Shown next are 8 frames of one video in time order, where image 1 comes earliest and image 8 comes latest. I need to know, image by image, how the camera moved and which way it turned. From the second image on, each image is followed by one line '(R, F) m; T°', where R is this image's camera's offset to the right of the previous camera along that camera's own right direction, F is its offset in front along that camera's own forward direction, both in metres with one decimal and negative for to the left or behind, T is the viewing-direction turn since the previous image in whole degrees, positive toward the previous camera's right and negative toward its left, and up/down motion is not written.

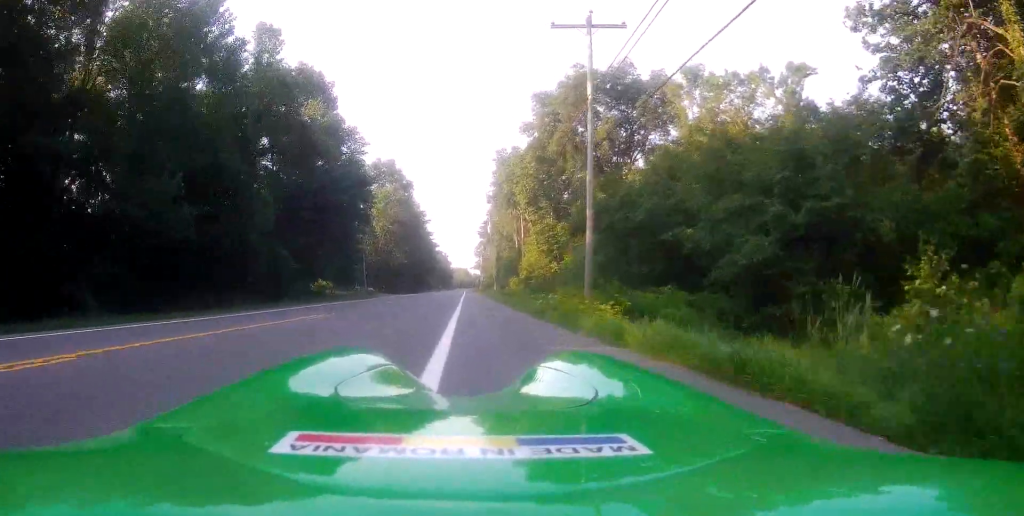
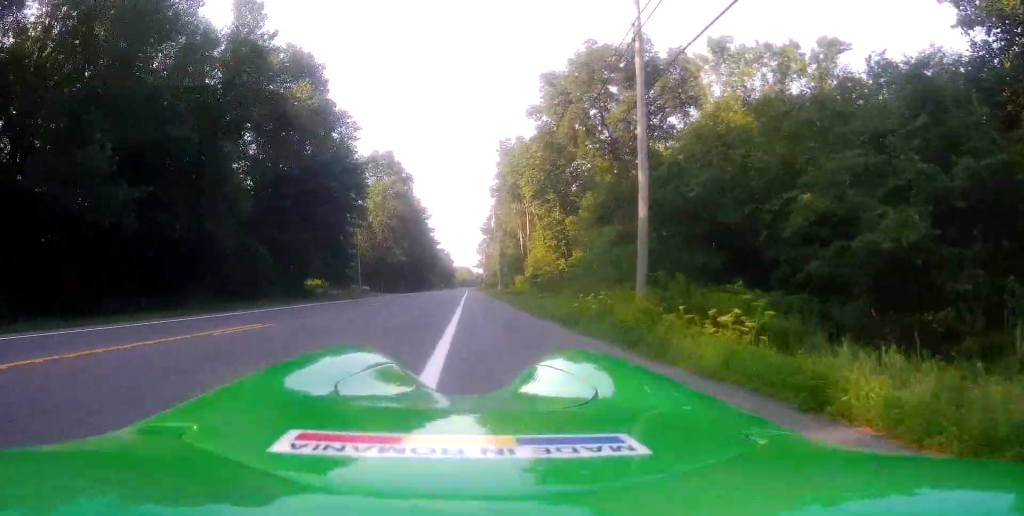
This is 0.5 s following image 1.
(+0.1, +5.2) m; 0°
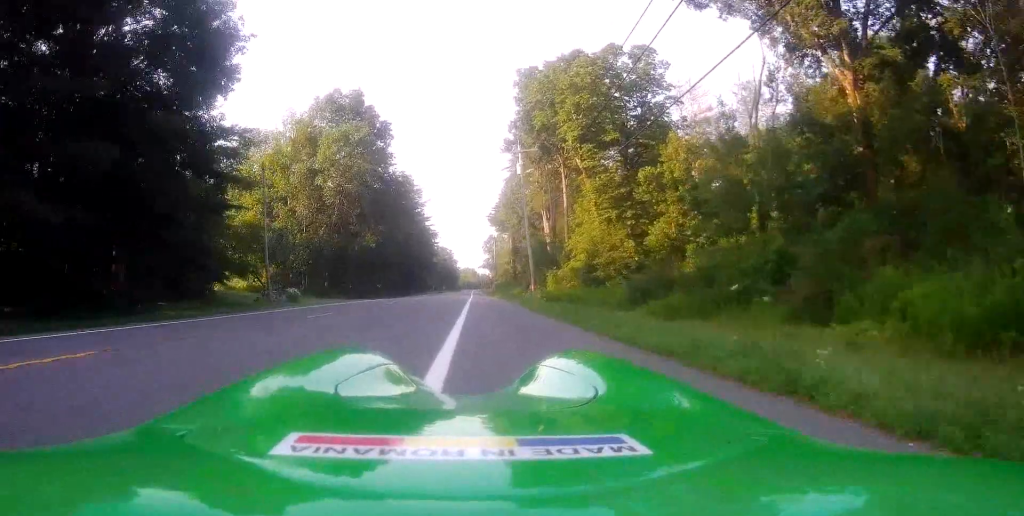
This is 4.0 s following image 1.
(+0.1, +33.8) m; +1°
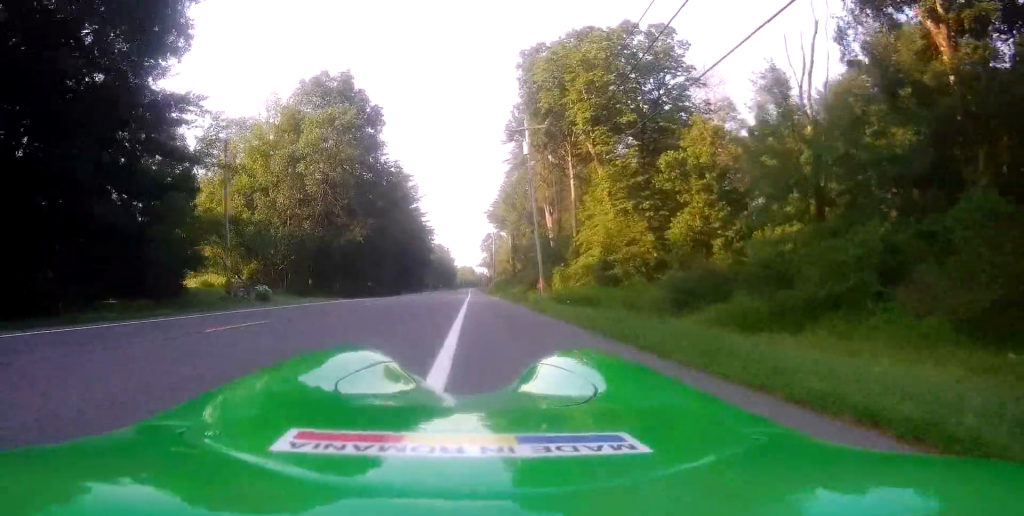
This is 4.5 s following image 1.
(0.0, +5.6) m; 0°
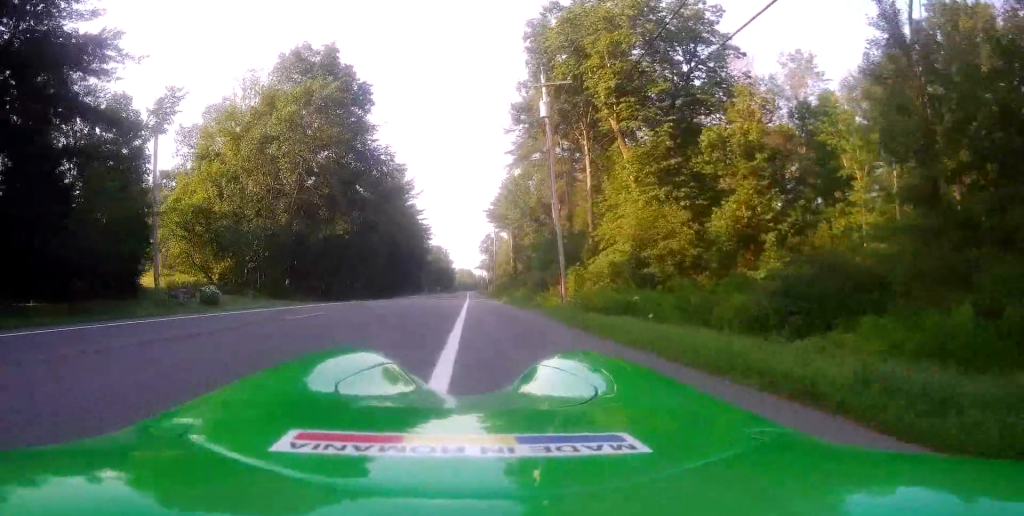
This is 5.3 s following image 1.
(0.0, +7.6) m; 0°
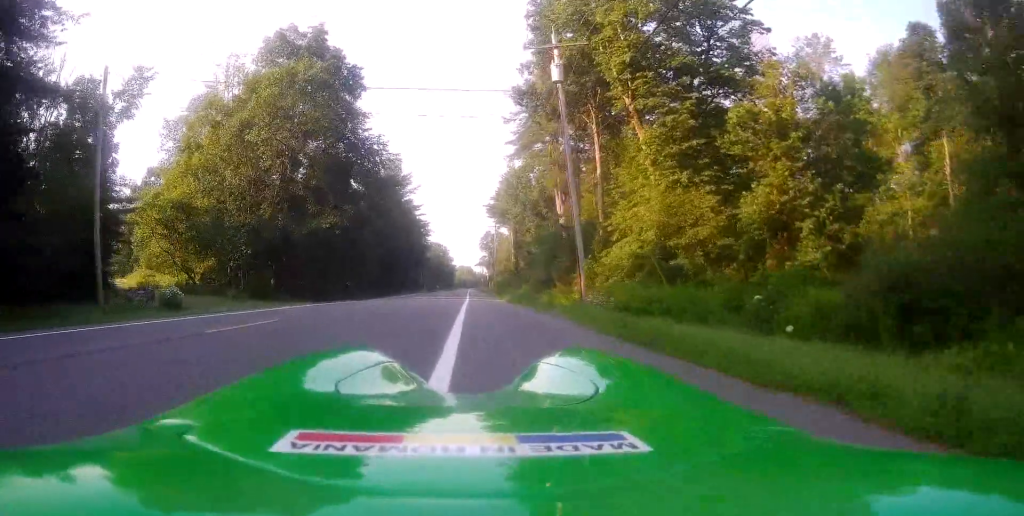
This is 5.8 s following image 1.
(0.0, +4.4) m; 0°
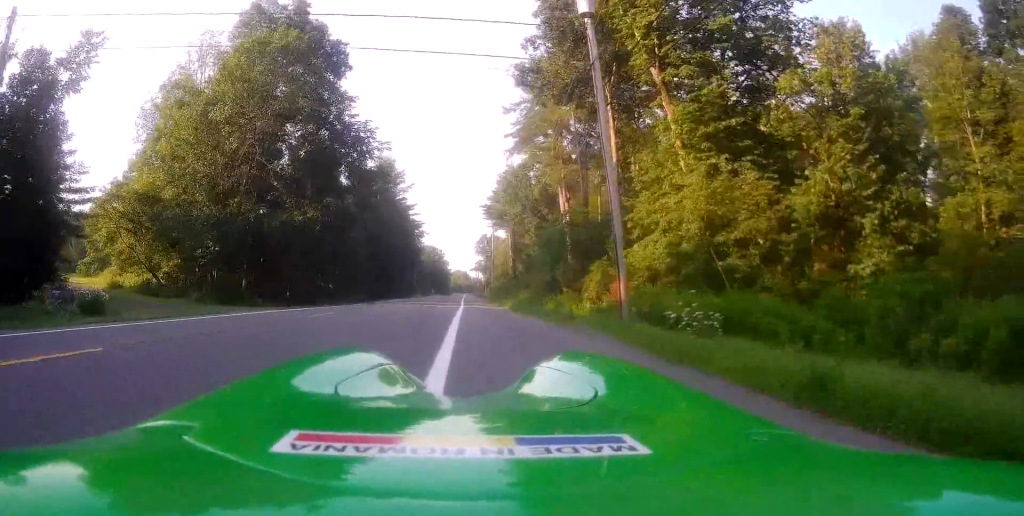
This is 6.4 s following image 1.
(0.0, +5.7) m; 0°
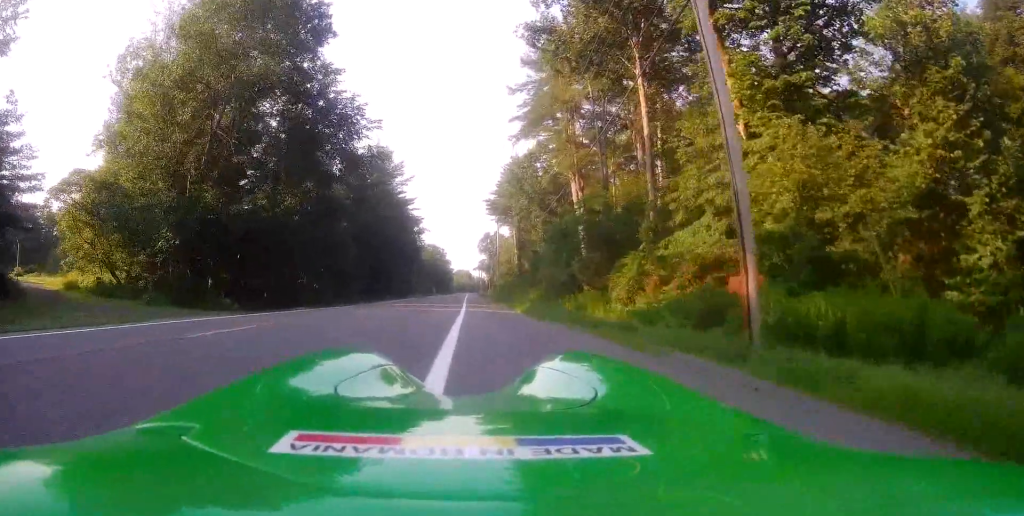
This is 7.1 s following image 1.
(0.0, +6.9) m; 0°
